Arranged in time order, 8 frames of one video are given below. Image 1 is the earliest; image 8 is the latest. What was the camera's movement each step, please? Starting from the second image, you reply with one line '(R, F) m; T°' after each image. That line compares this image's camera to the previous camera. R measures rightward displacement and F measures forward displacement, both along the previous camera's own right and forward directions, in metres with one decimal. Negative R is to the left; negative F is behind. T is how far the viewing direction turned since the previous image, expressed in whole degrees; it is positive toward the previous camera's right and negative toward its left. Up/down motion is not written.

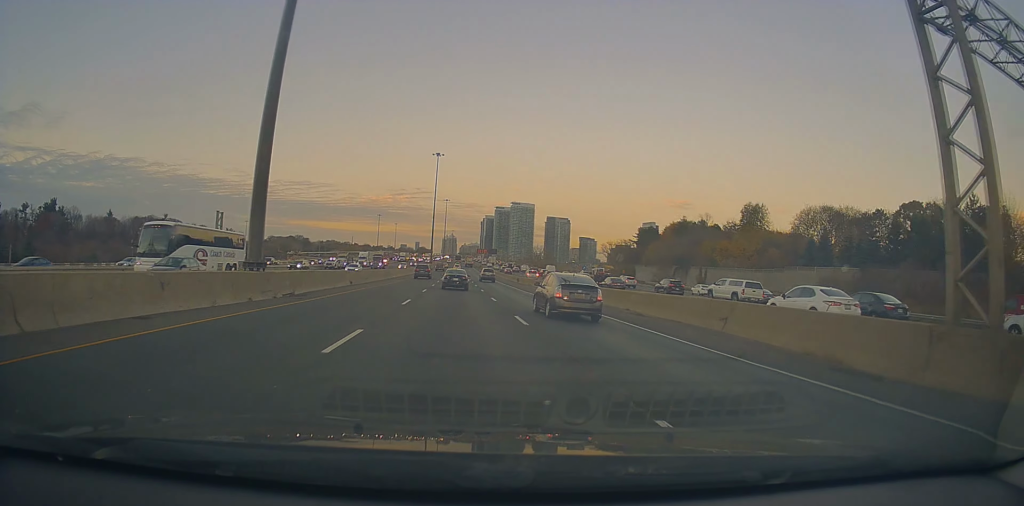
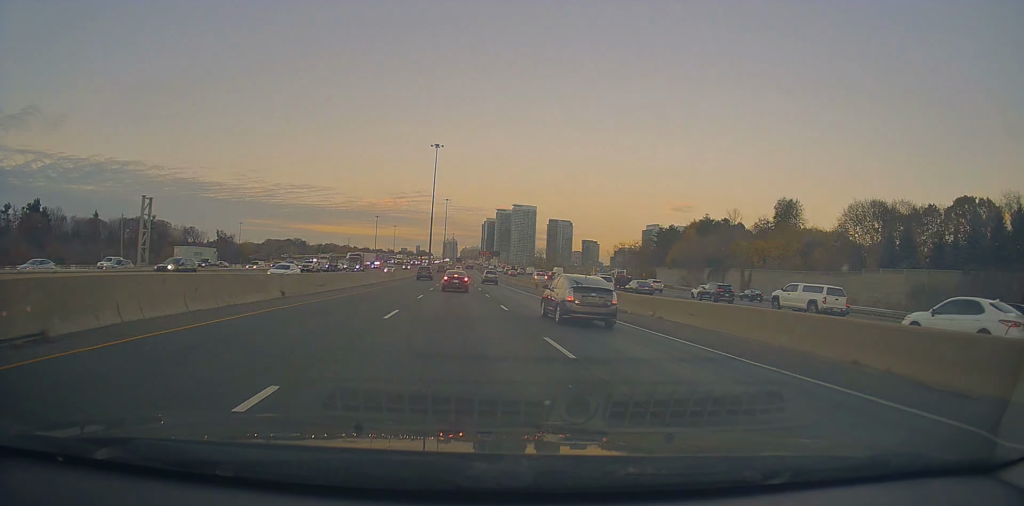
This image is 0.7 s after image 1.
(-0.1, +17.3) m; -1°
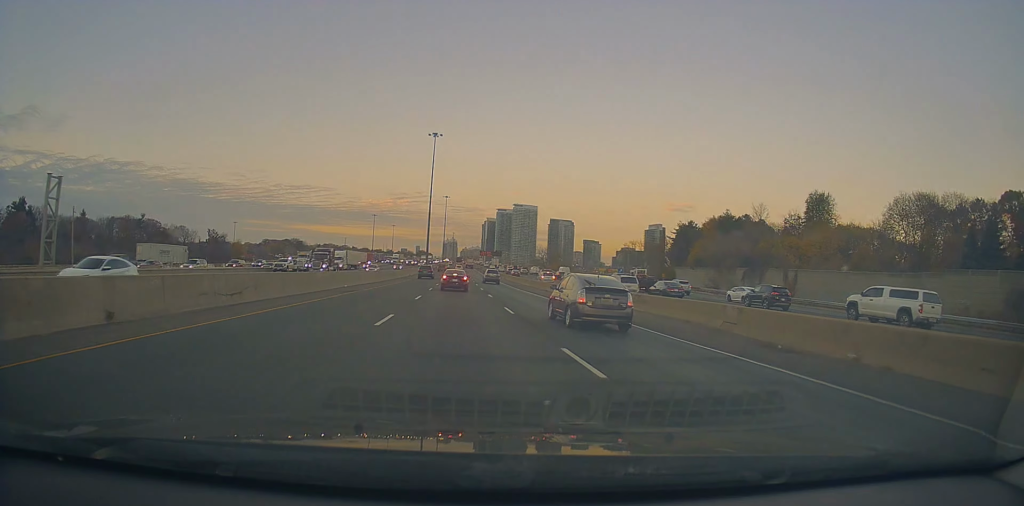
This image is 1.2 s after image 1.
(0.0, +13.8) m; 0°
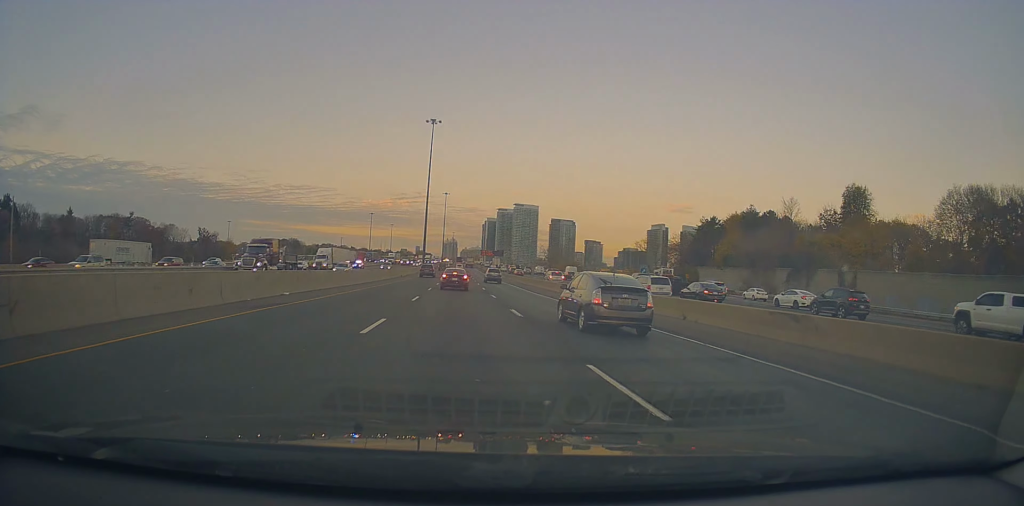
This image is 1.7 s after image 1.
(-0.1, +13.9) m; 0°
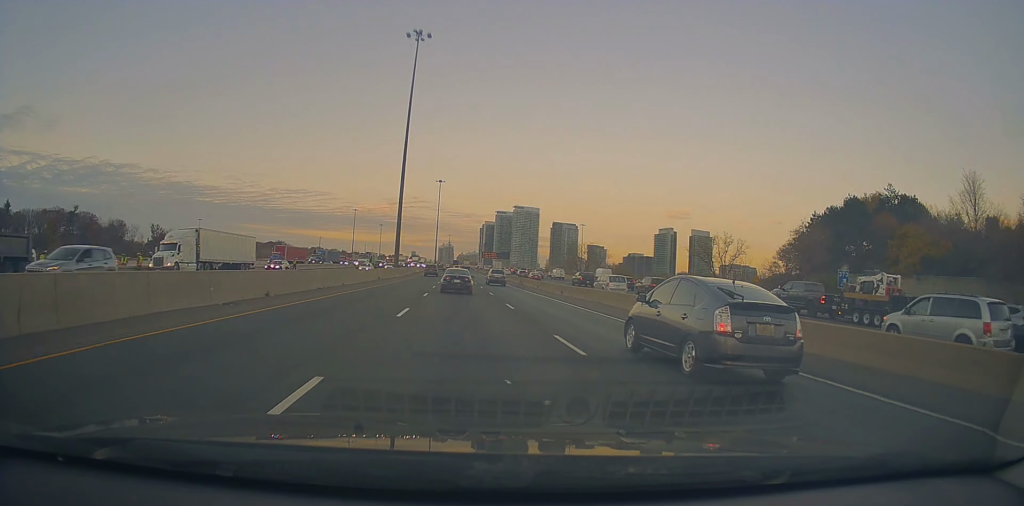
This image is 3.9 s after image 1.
(+0.4, +55.1) m; +1°
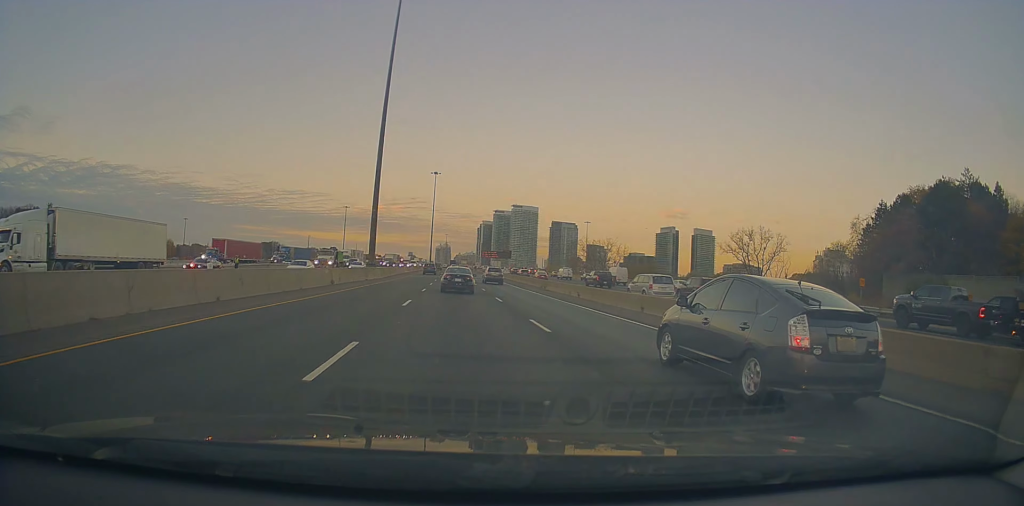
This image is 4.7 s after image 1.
(+0.1, +20.7) m; 0°
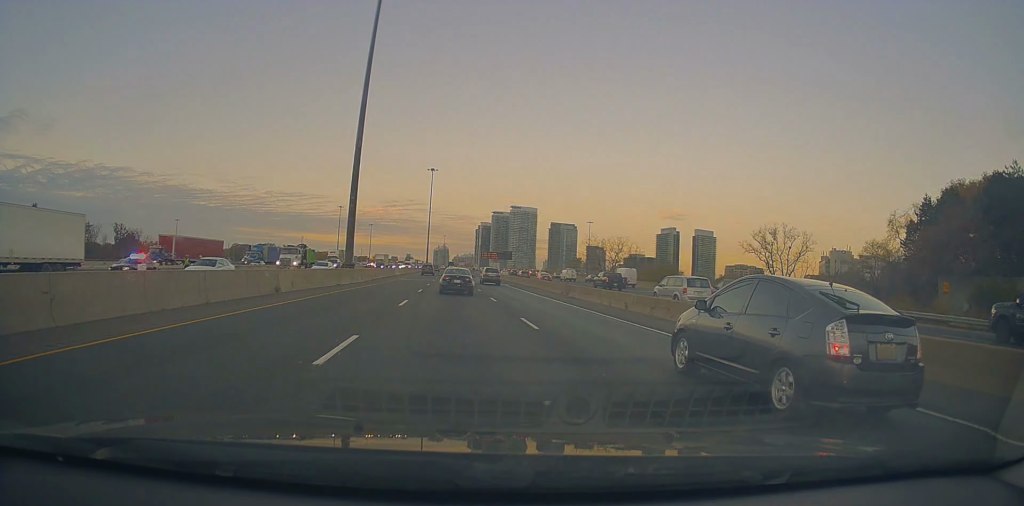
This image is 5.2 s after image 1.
(+0.2, +11.4) m; 0°
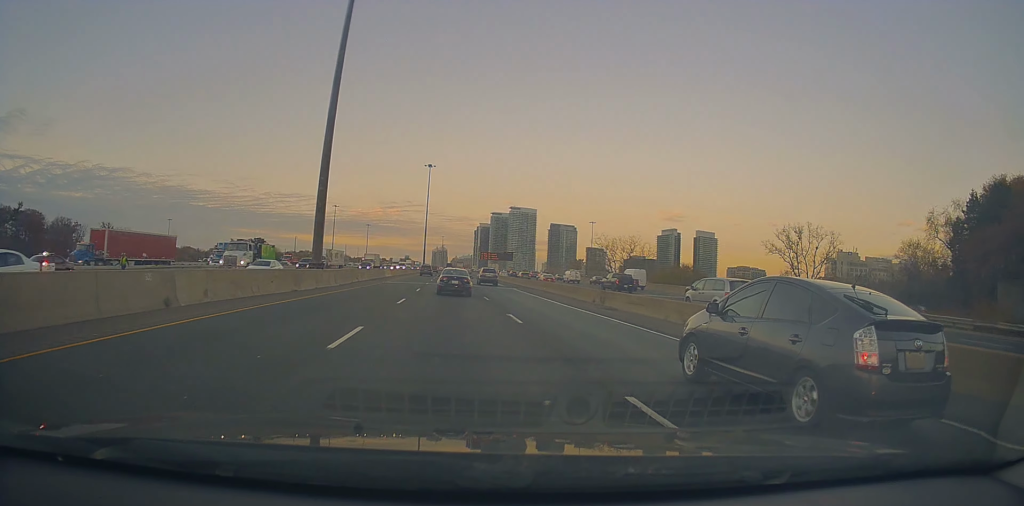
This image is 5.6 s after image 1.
(-0.2, +10.2) m; -1°
